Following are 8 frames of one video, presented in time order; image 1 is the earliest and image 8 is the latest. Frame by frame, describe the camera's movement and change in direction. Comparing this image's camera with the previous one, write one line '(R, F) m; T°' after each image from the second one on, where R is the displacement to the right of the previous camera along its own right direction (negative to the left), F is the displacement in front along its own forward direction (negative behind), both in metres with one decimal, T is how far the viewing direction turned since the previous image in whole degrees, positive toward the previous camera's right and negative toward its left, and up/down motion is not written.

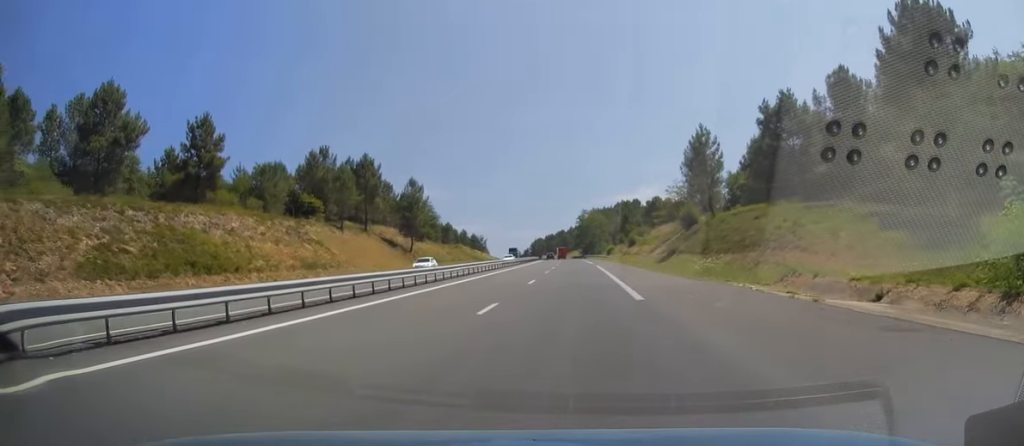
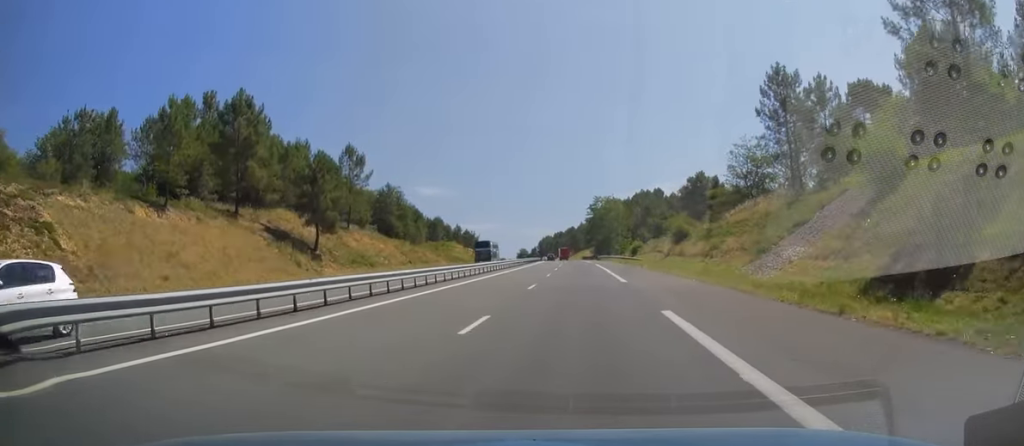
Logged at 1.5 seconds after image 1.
(+0.1, +43.1) m; -1°
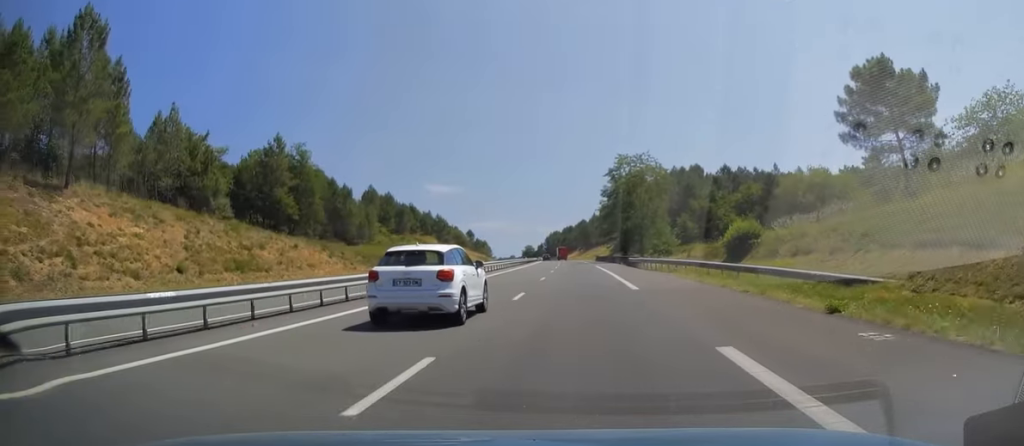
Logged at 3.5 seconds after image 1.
(-1.0, +58.3) m; -2°
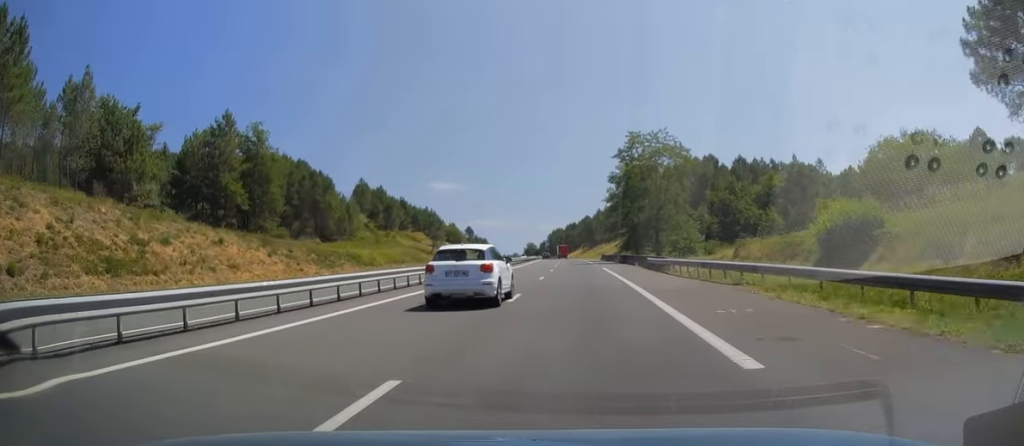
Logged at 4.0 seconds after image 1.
(-0.1, +14.7) m; 0°
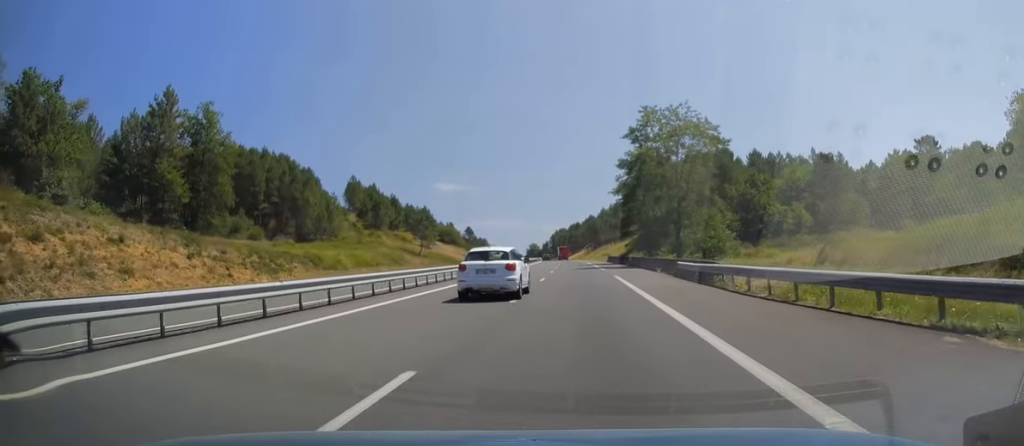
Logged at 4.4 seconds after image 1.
(-0.1, +12.8) m; 0°
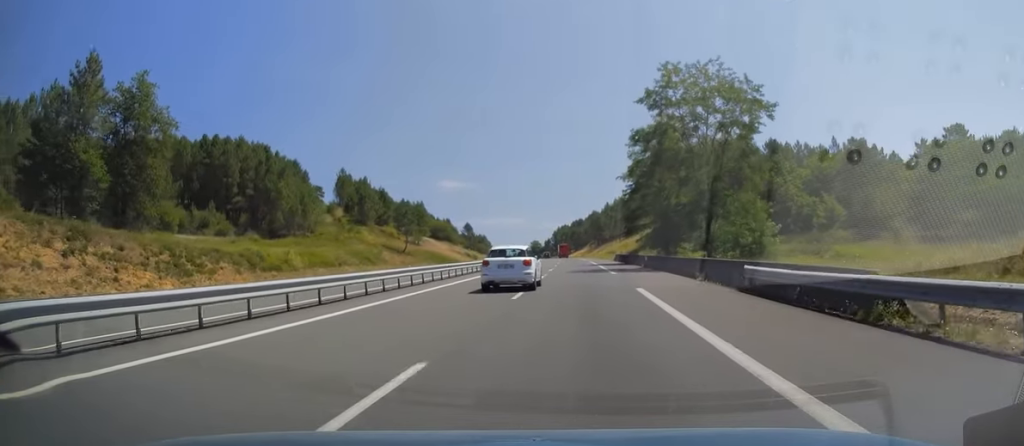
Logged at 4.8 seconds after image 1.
(-0.1, +12.8) m; 0°
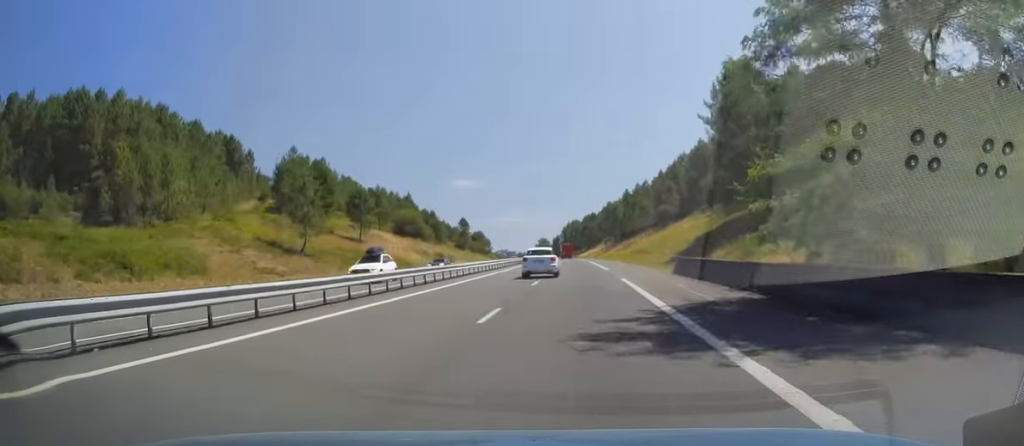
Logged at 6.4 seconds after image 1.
(0.0, +45.9) m; 0°
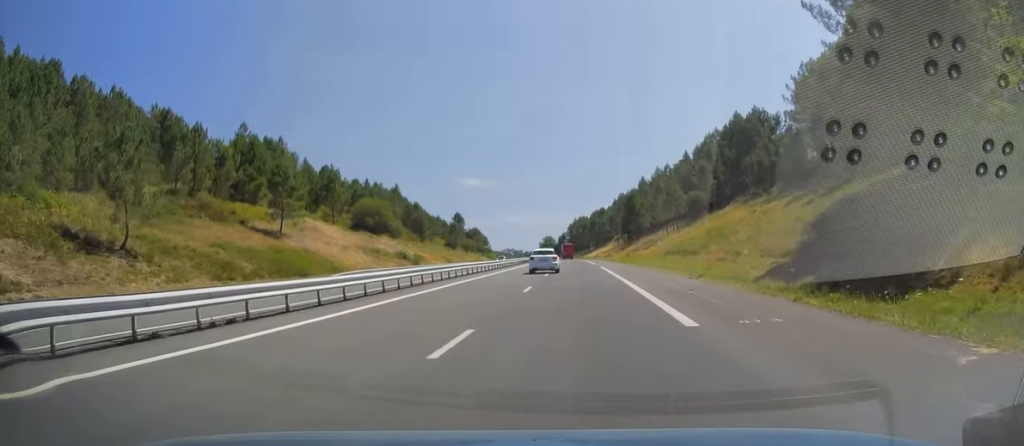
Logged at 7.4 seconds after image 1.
(0.0, +30.6) m; -1°
